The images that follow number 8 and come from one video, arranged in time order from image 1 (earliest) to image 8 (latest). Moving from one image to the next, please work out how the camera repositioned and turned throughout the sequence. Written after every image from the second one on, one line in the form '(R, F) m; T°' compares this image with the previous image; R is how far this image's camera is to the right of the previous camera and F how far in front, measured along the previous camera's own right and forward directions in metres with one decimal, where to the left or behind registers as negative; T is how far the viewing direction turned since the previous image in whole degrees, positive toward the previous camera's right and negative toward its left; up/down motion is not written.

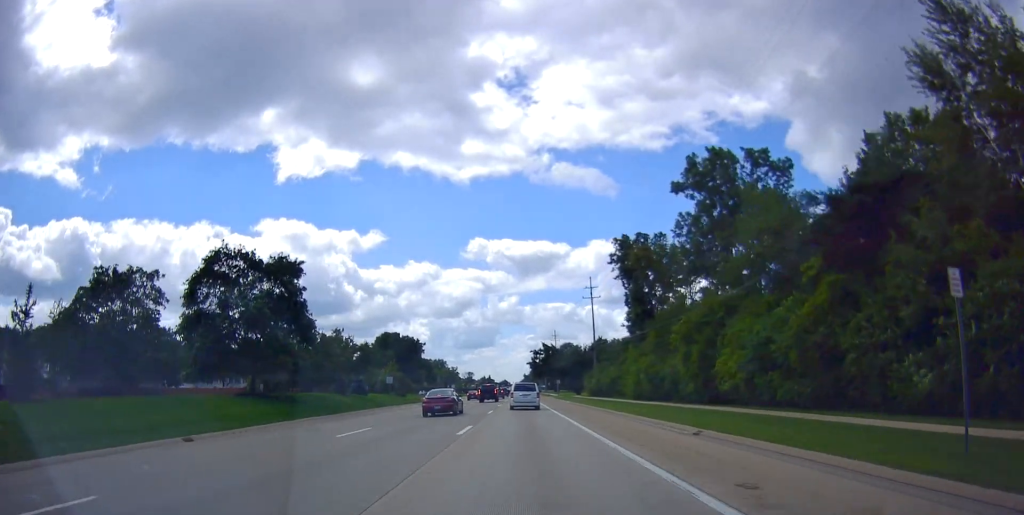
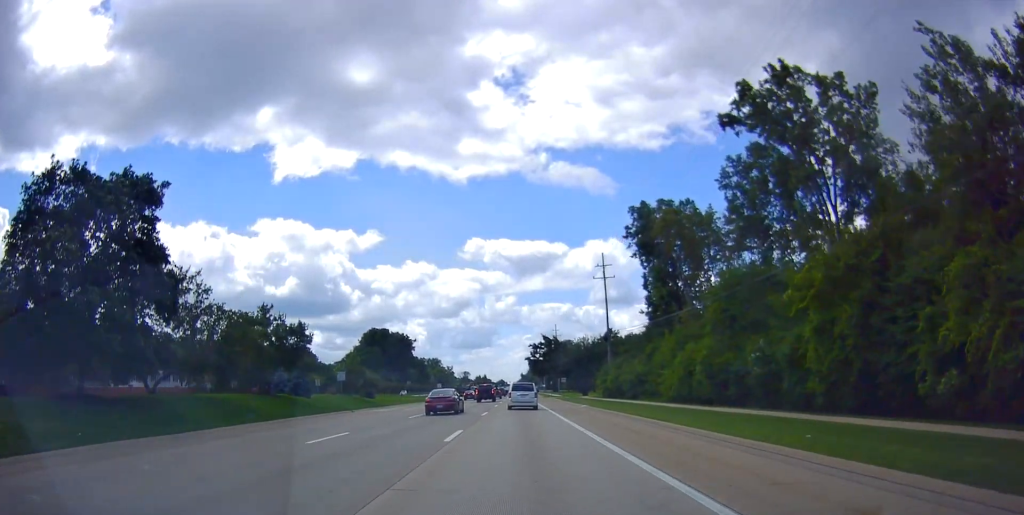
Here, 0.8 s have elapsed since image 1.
(+0.1, +18.1) m; 0°
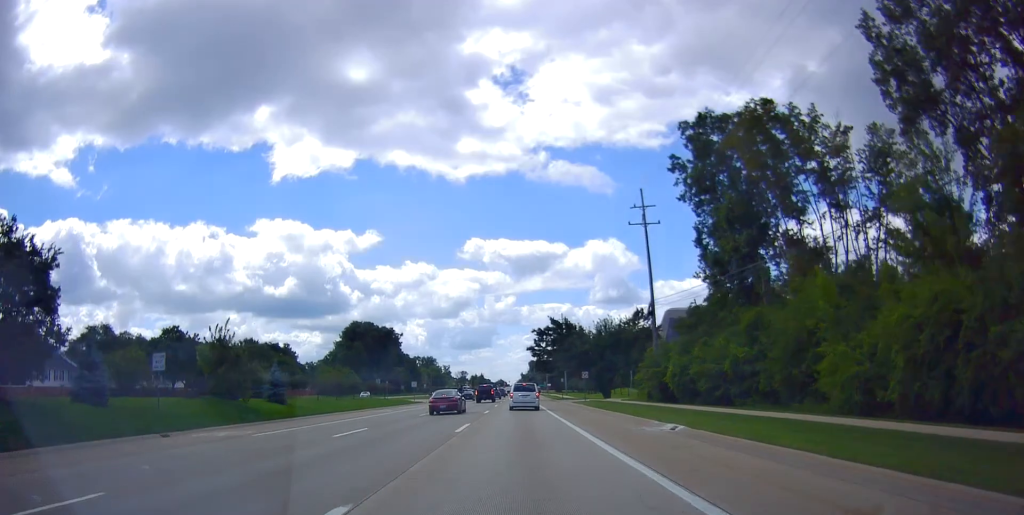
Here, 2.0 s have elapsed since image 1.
(-0.3, +27.6) m; -1°
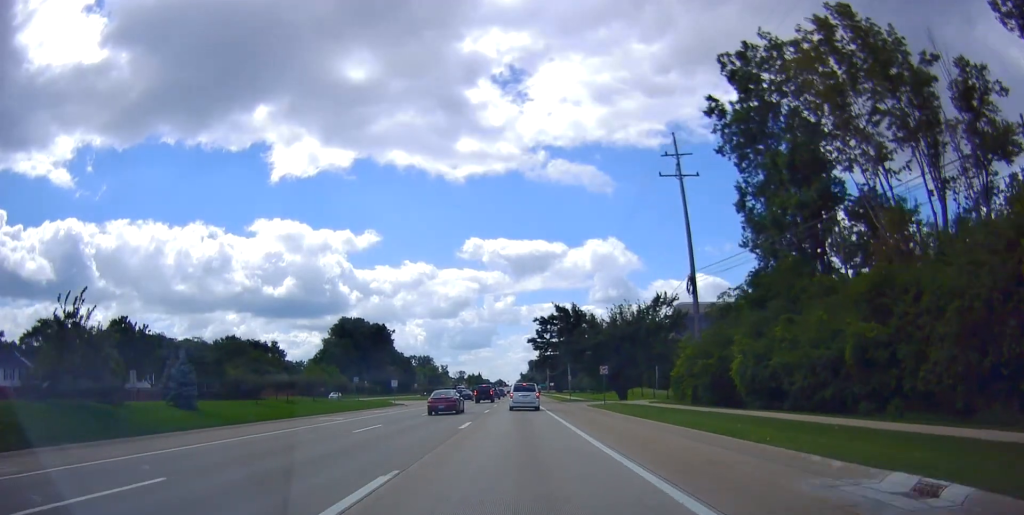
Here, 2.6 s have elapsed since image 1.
(-0.1, +13.3) m; 0°
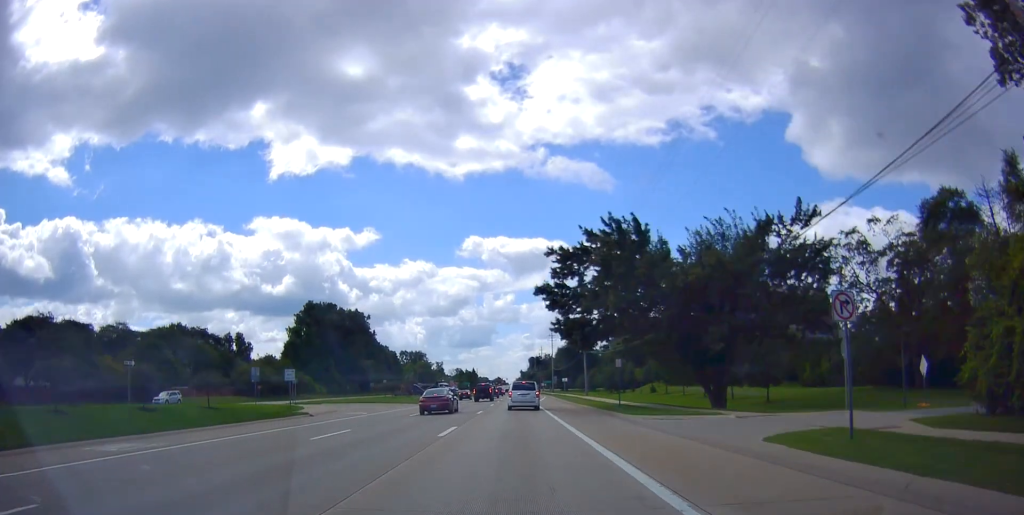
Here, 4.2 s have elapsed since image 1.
(+0.5, +34.6) m; 0°
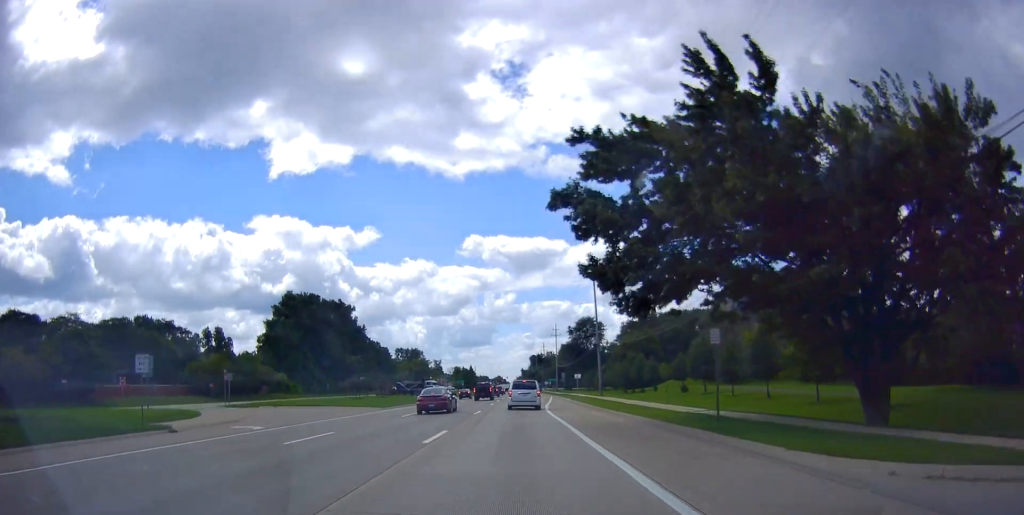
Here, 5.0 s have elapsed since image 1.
(-0.2, +18.1) m; 0°
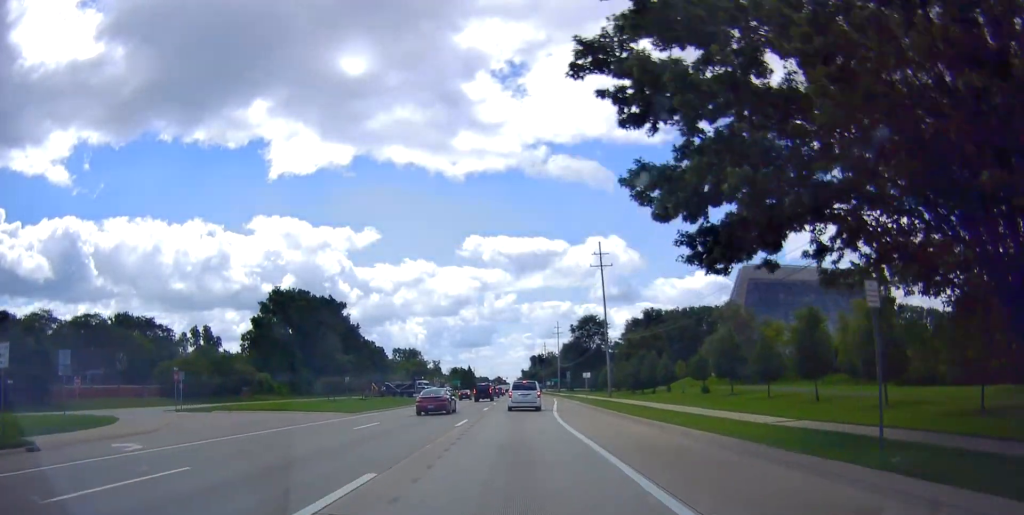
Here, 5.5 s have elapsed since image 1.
(-0.1, +9.3) m; 0°
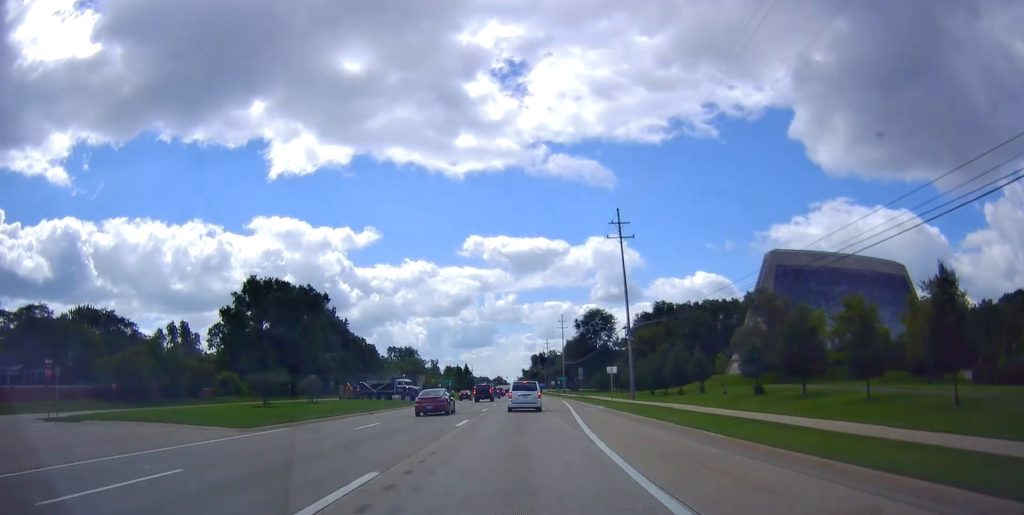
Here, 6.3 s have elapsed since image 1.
(+0.3, +16.7) m; +1°
